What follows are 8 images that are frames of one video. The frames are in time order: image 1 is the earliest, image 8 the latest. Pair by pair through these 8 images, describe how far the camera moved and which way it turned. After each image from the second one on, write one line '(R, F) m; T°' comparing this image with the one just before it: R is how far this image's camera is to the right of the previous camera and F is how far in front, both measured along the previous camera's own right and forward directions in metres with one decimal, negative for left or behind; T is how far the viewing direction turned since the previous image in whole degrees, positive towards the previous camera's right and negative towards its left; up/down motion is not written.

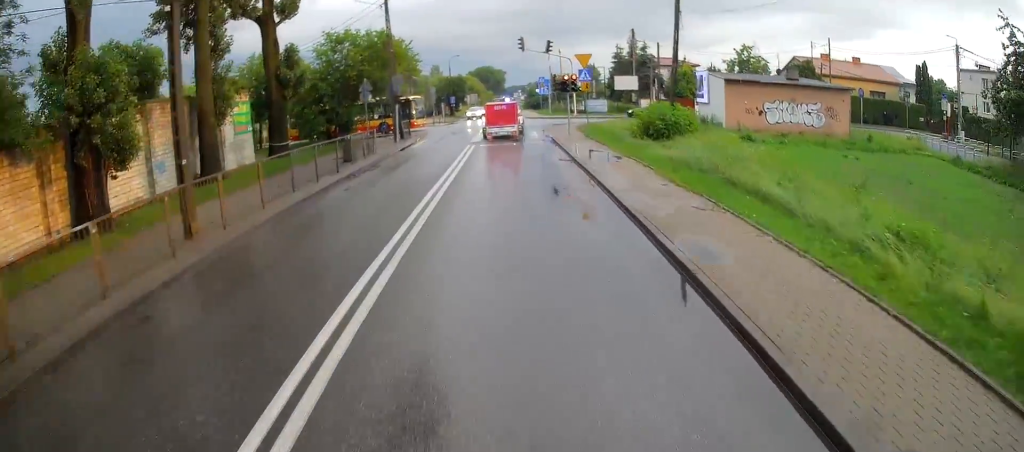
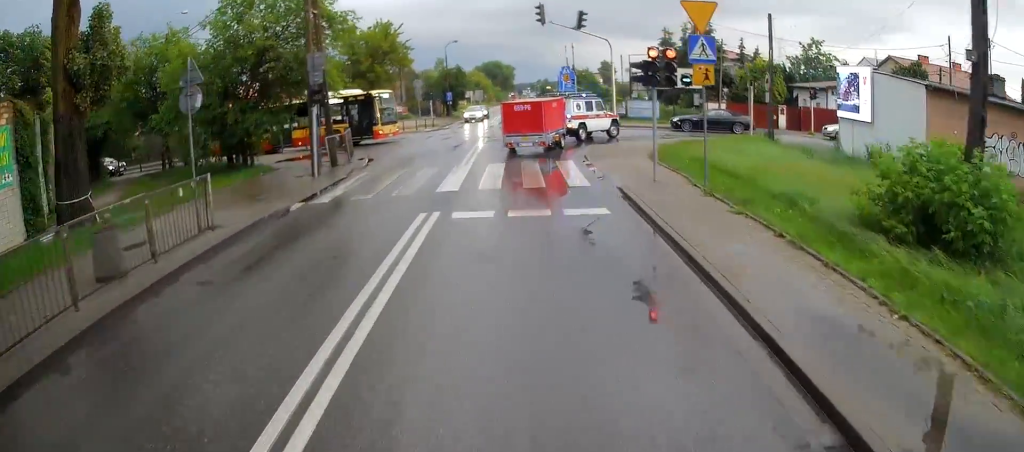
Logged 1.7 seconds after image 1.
(0.0, +17.8) m; 0°
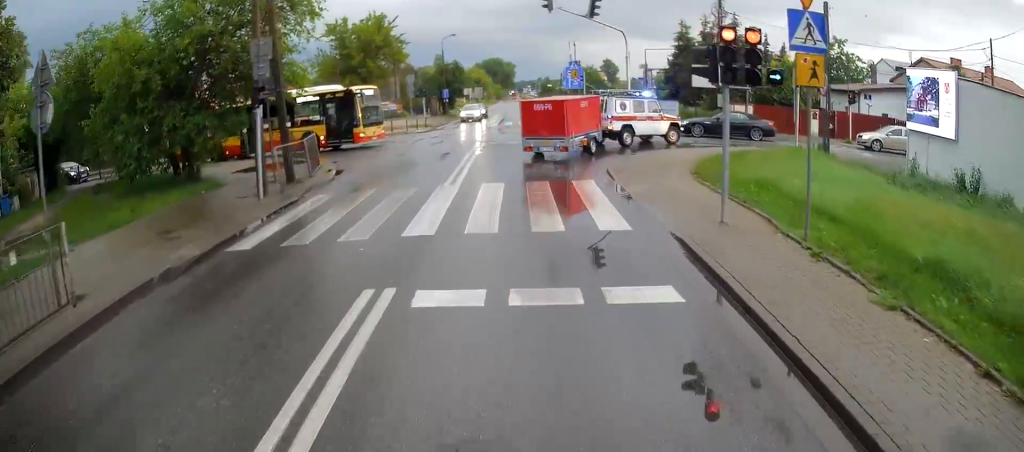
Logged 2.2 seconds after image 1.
(0.0, +4.8) m; 0°
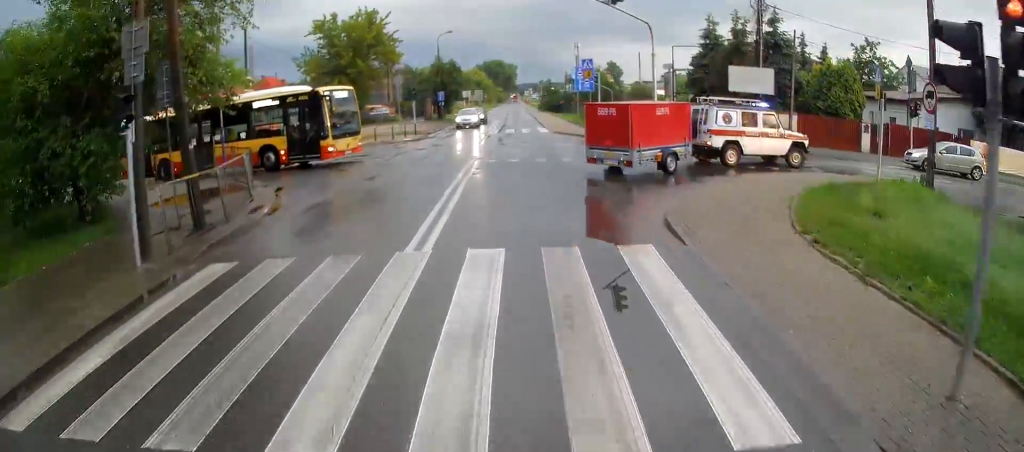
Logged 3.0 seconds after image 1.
(0.0, +6.4) m; 0°
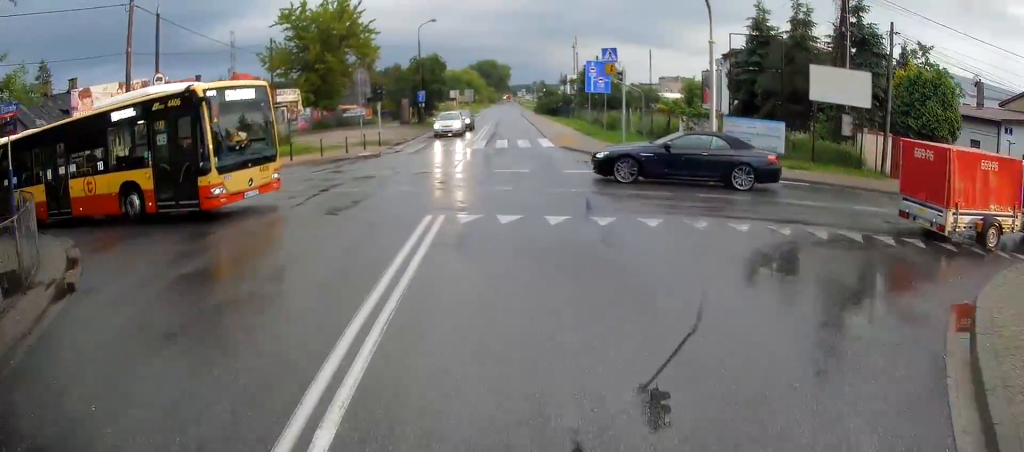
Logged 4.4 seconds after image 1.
(-0.1, +9.6) m; -1°
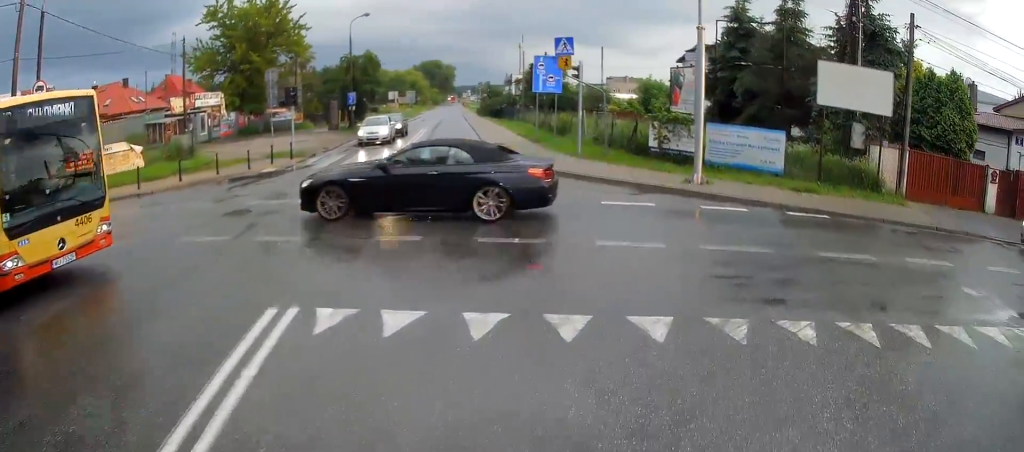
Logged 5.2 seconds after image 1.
(0.0, +4.7) m; +6°
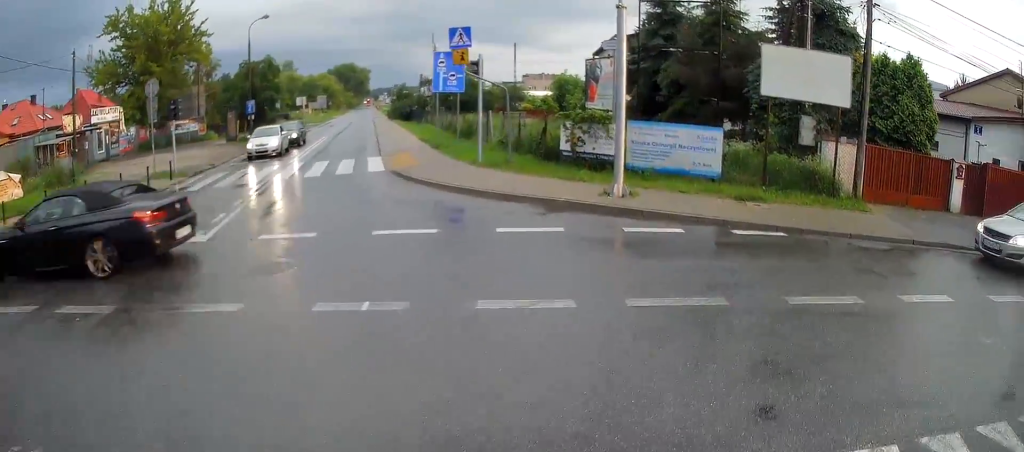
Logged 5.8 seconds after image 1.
(0.0, +2.8) m; +10°
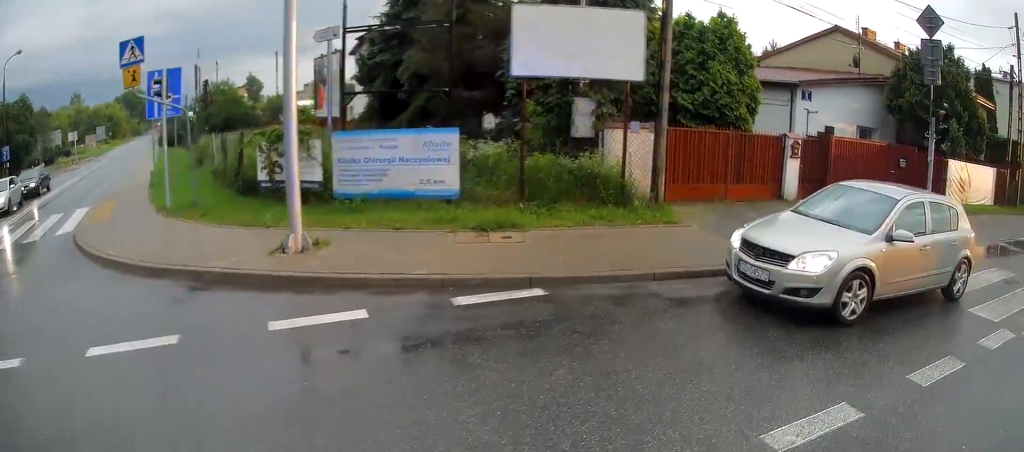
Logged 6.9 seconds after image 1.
(+1.0, +4.0) m; +32°
